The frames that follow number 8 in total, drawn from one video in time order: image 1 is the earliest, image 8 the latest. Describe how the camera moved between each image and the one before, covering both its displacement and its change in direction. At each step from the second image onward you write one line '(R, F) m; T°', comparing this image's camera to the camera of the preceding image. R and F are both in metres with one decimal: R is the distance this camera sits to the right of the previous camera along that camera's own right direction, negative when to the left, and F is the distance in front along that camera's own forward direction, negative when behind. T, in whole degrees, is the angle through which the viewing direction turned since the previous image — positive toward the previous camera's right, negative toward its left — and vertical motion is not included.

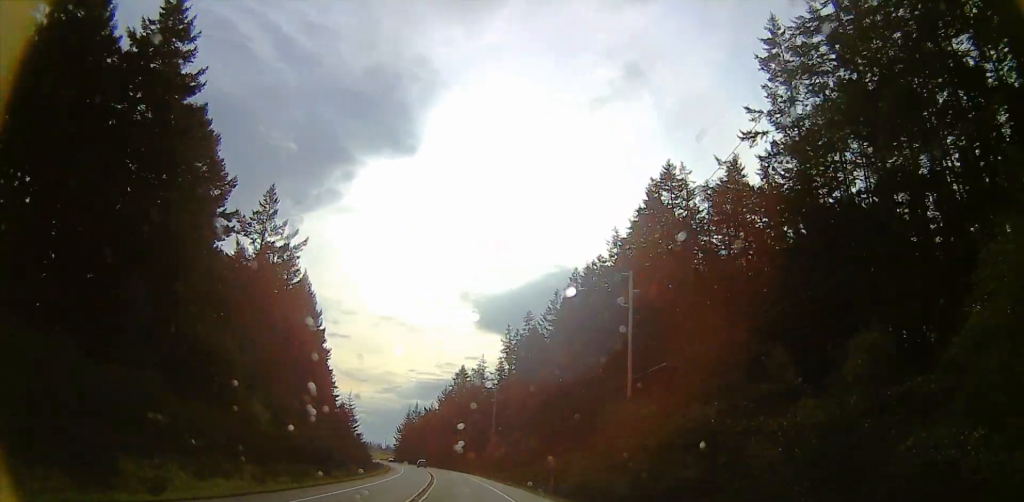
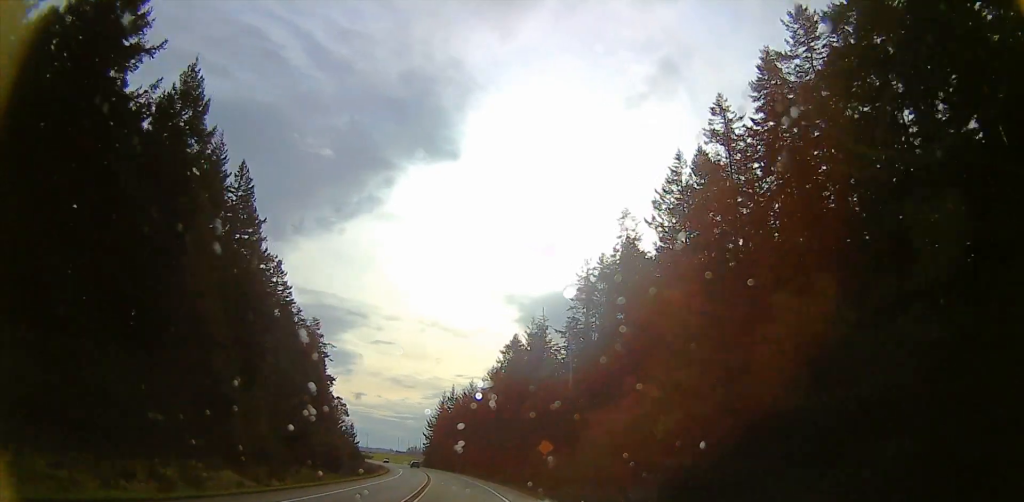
(-2.1, +69.1) m; -2°
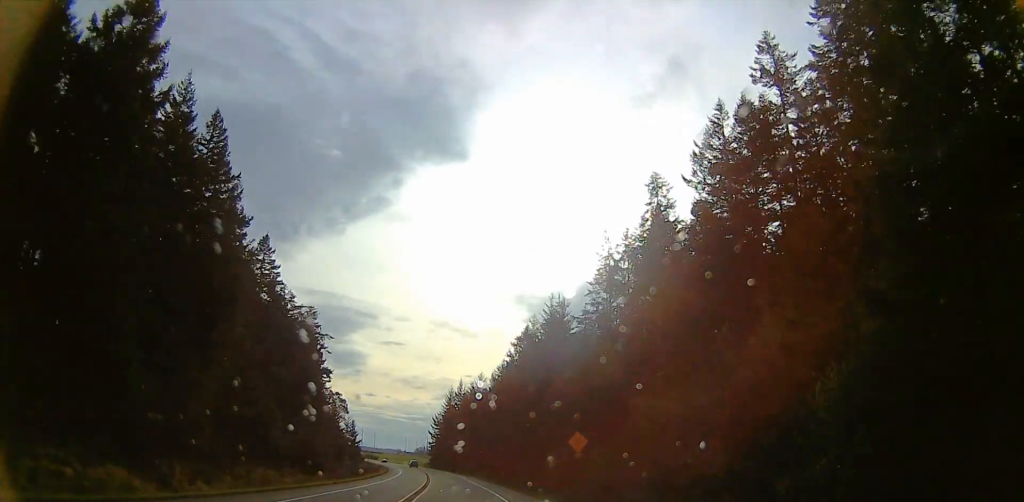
(0.0, +12.6) m; 0°
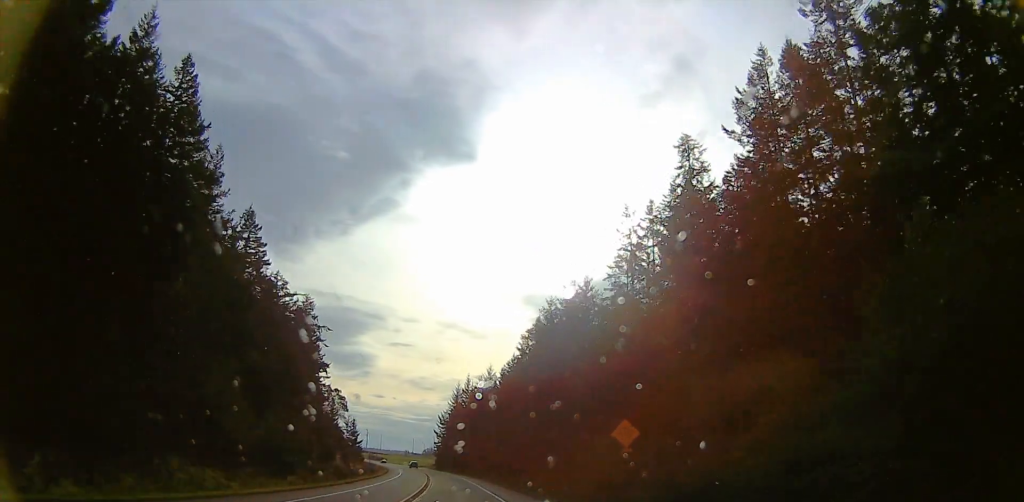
(0.0, +10.7) m; 0°
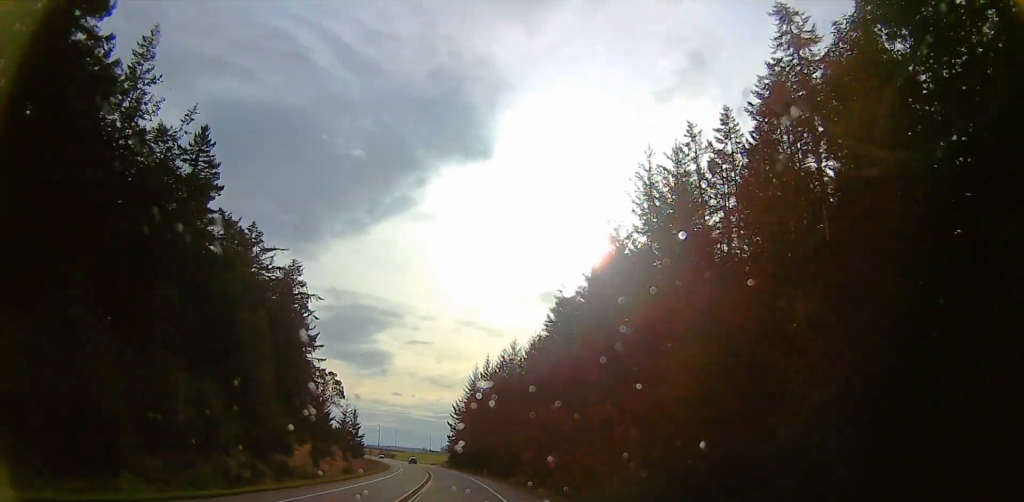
(0.0, +24.6) m; 0°
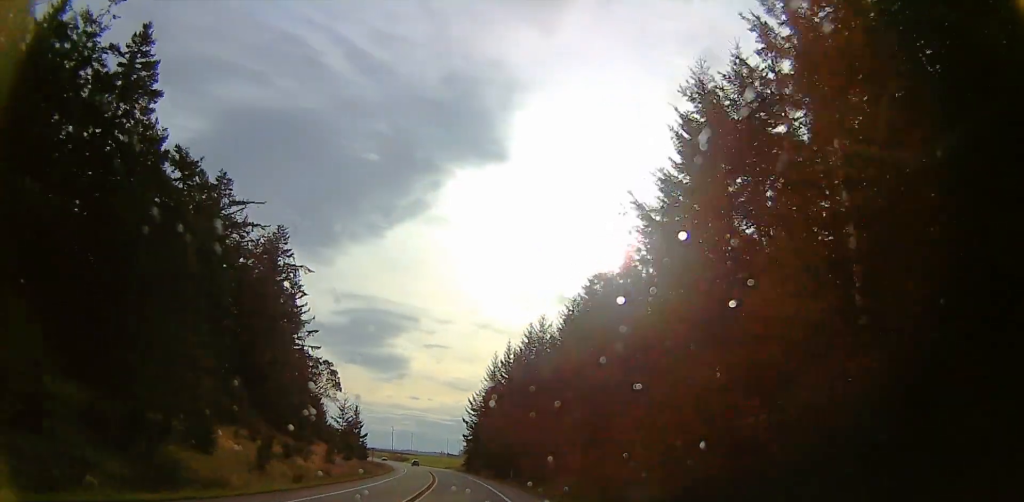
(0.0, +19.4) m; 0°
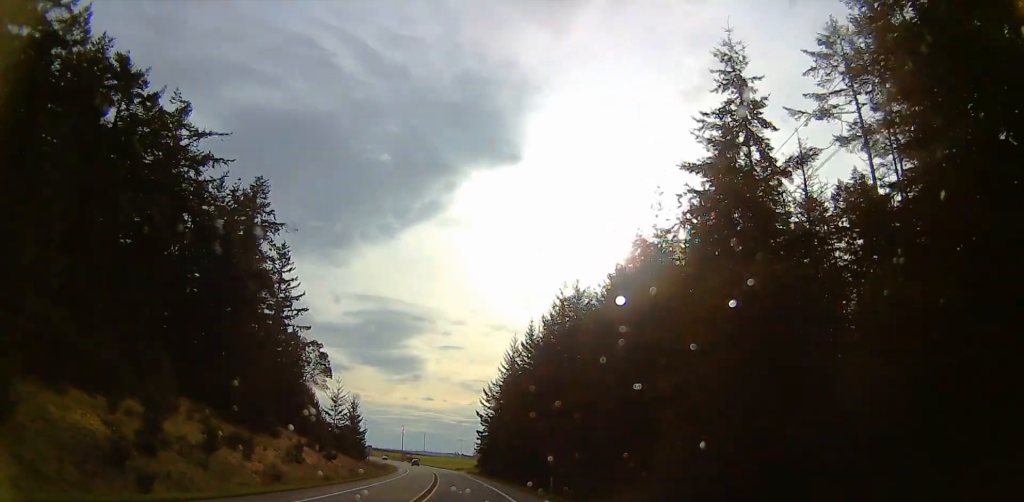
(0.0, +17.6) m; 0°
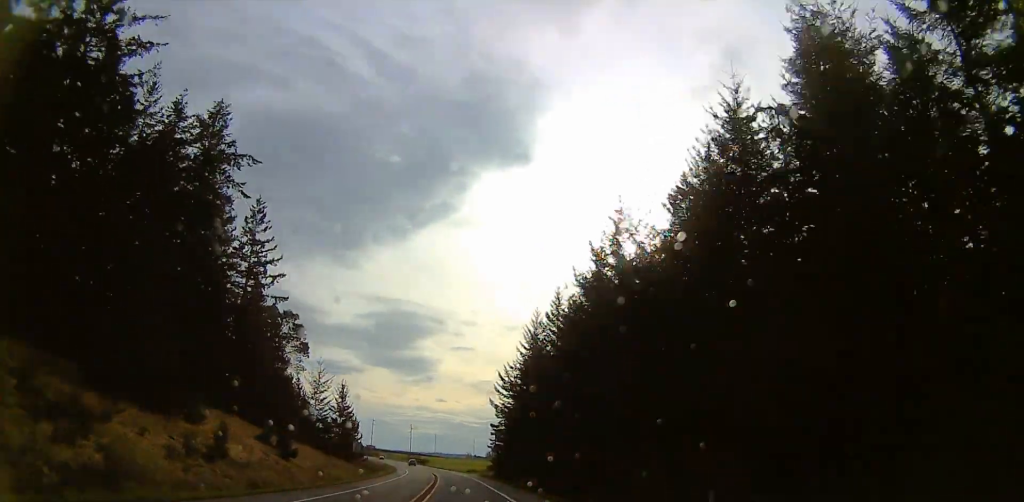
(0.0, +19.1) m; 0°
